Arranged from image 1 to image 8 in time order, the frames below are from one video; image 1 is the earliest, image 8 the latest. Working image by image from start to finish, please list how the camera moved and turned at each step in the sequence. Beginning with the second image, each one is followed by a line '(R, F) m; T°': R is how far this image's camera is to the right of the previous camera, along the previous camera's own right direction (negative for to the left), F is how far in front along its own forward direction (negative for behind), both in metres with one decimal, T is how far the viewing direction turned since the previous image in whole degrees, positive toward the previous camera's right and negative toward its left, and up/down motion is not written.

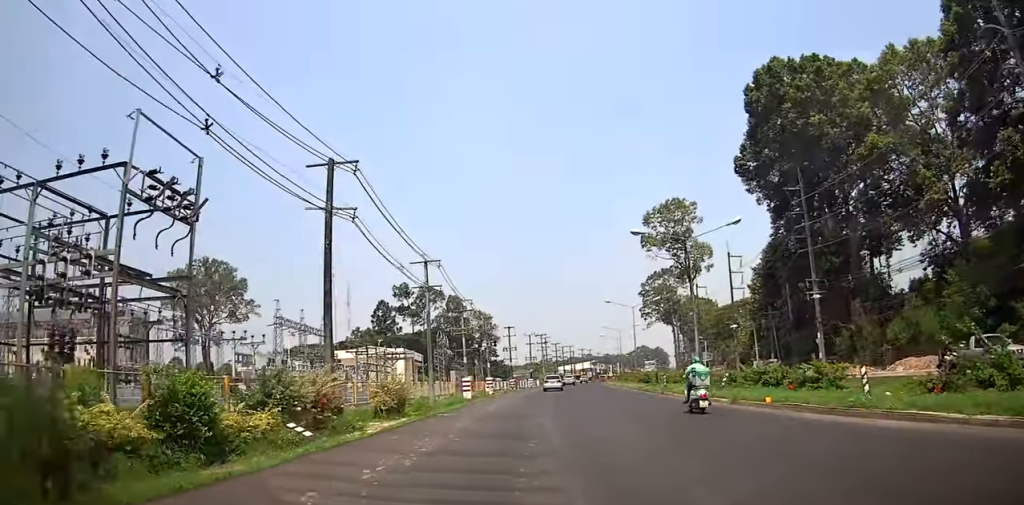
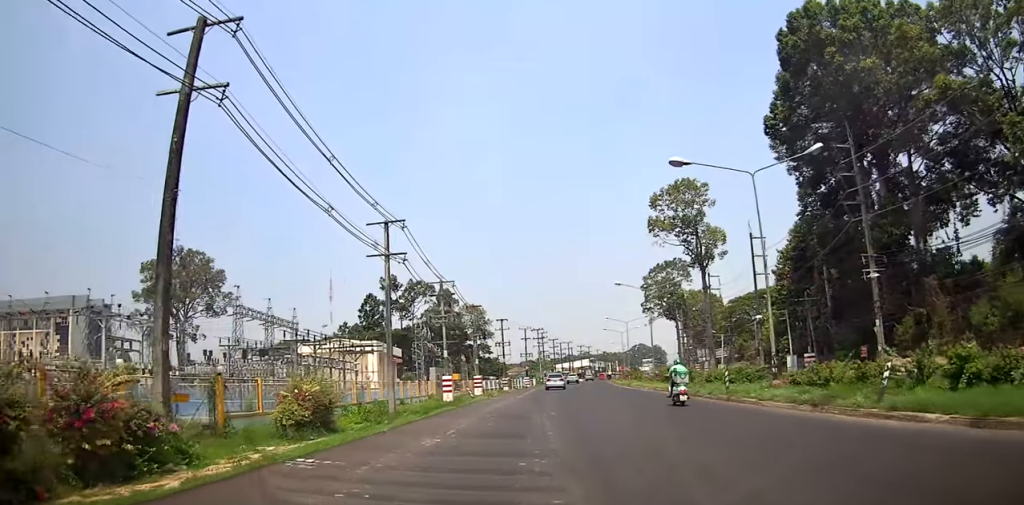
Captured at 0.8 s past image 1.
(-0.1, +11.2) m; -2°
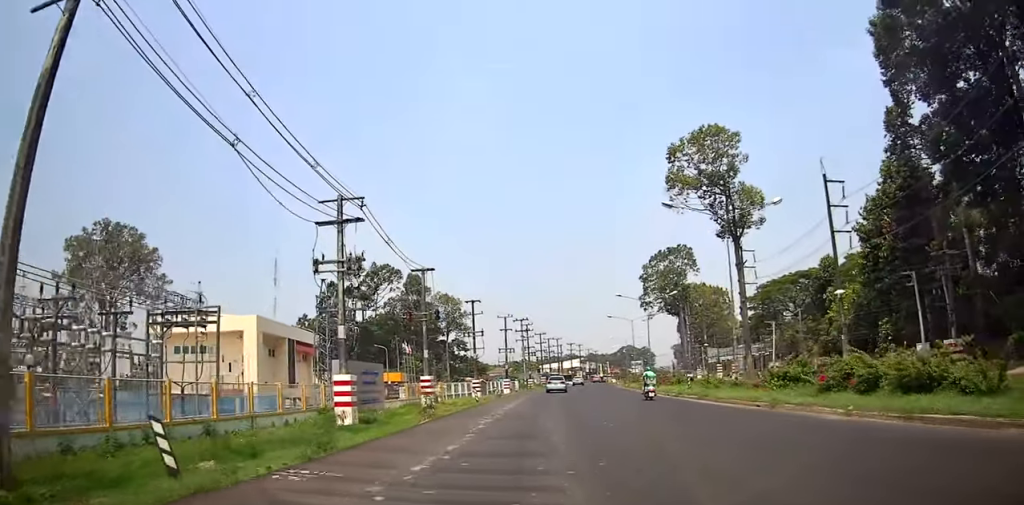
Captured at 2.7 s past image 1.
(-0.2, +24.9) m; +1°
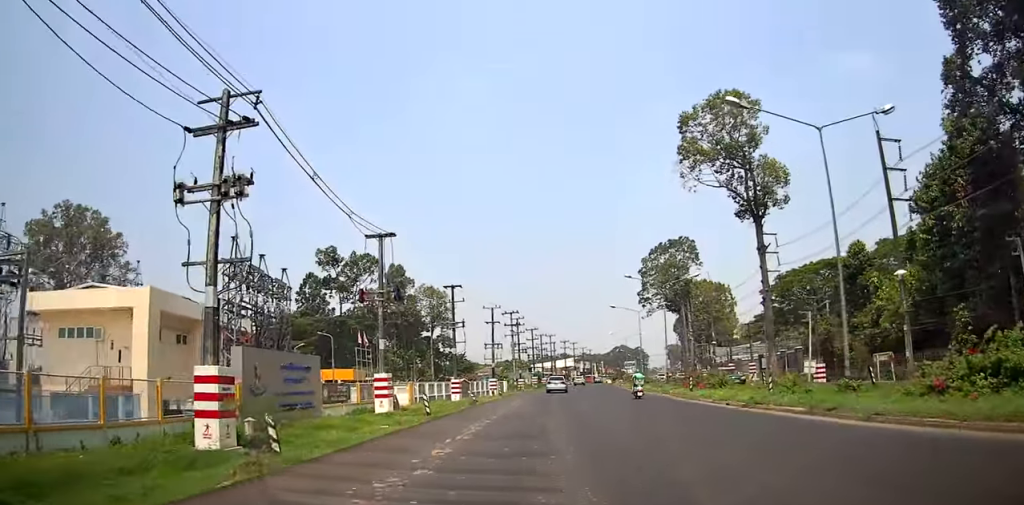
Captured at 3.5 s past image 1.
(+0.1, +11.0) m; +2°
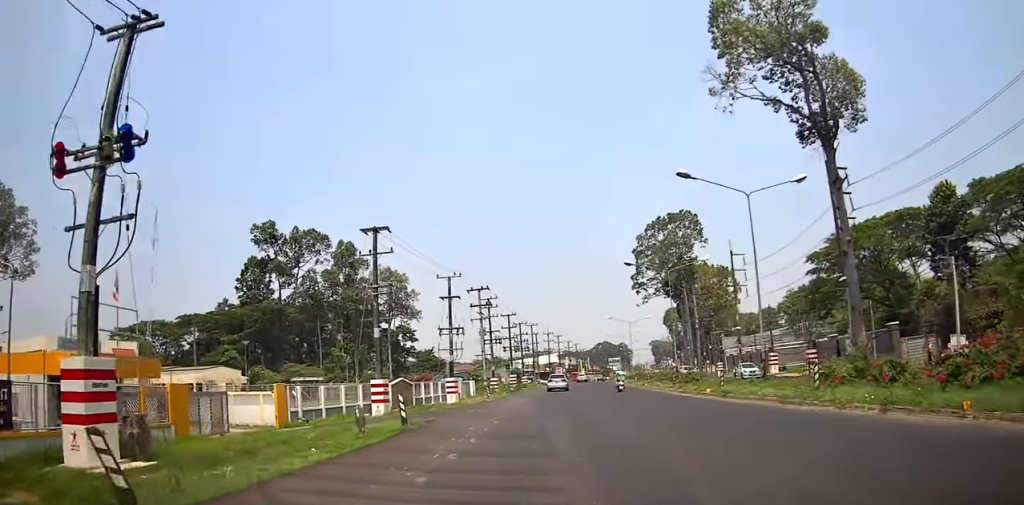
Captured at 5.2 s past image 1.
(+1.3, +23.9) m; +5°
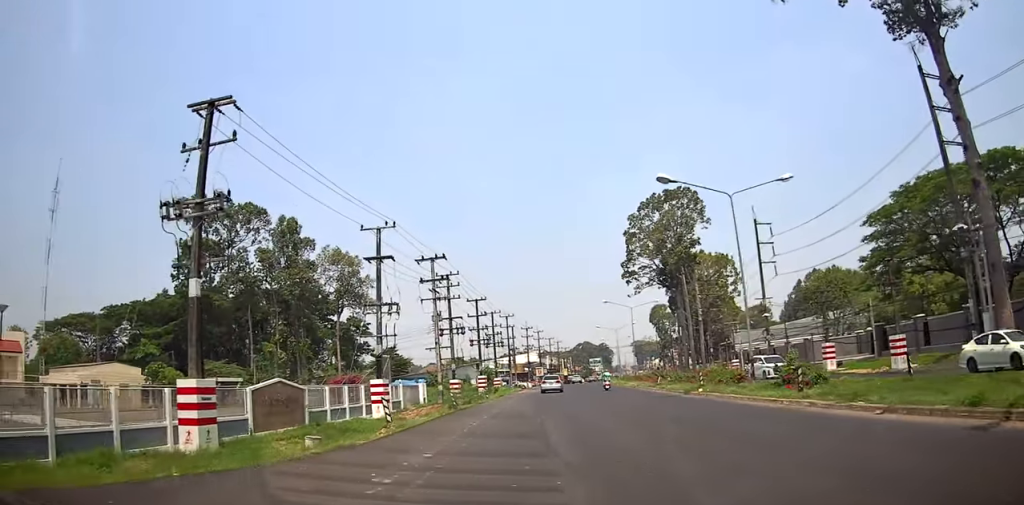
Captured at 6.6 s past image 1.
(-0.1, +19.0) m; +1°
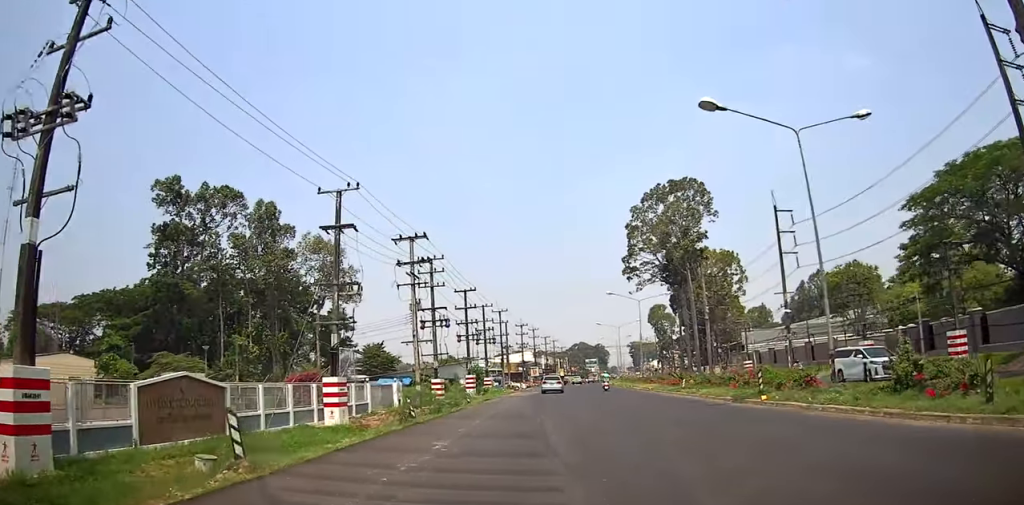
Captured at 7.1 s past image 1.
(-0.1, +7.3) m; +1°
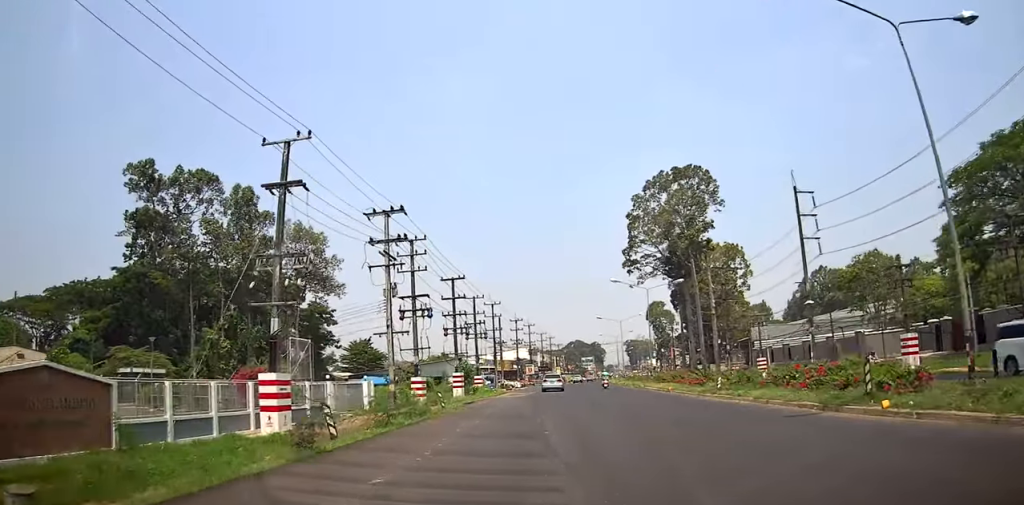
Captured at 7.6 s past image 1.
(+0.3, +6.7) m; +1°
